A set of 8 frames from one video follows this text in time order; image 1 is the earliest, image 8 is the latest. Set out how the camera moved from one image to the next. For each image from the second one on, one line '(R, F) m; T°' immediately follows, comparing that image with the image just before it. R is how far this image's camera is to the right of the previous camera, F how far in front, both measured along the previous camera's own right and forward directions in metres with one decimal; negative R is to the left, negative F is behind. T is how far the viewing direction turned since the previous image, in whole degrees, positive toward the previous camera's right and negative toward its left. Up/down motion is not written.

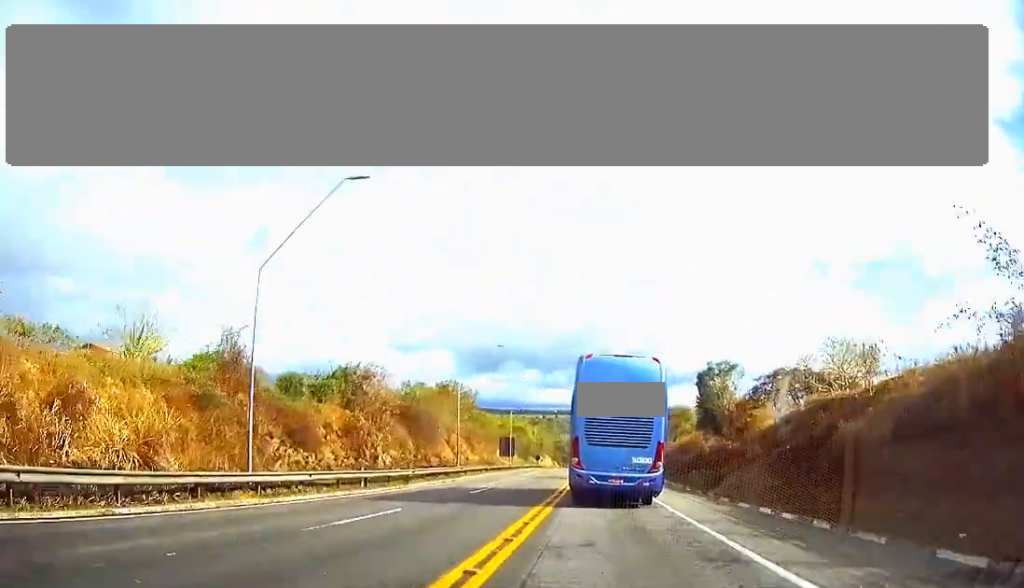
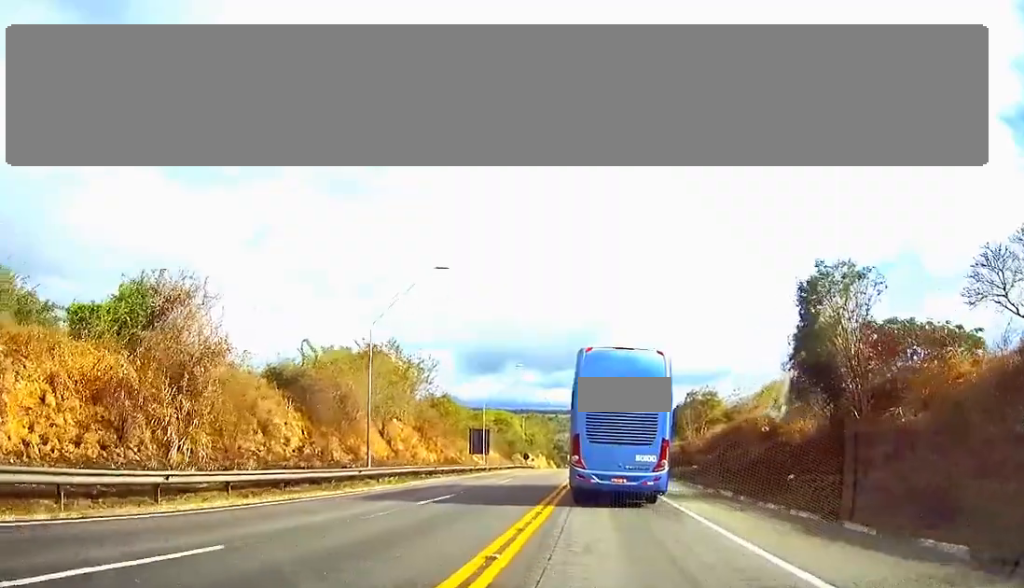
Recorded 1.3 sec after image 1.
(0.0, +26.6) m; 0°
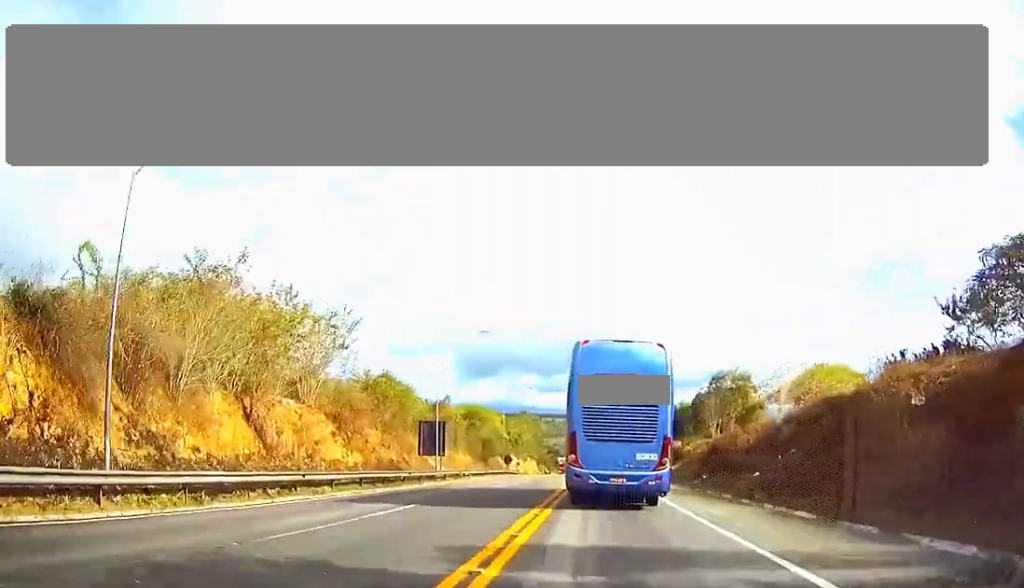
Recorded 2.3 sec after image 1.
(0.0, +22.6) m; 0°
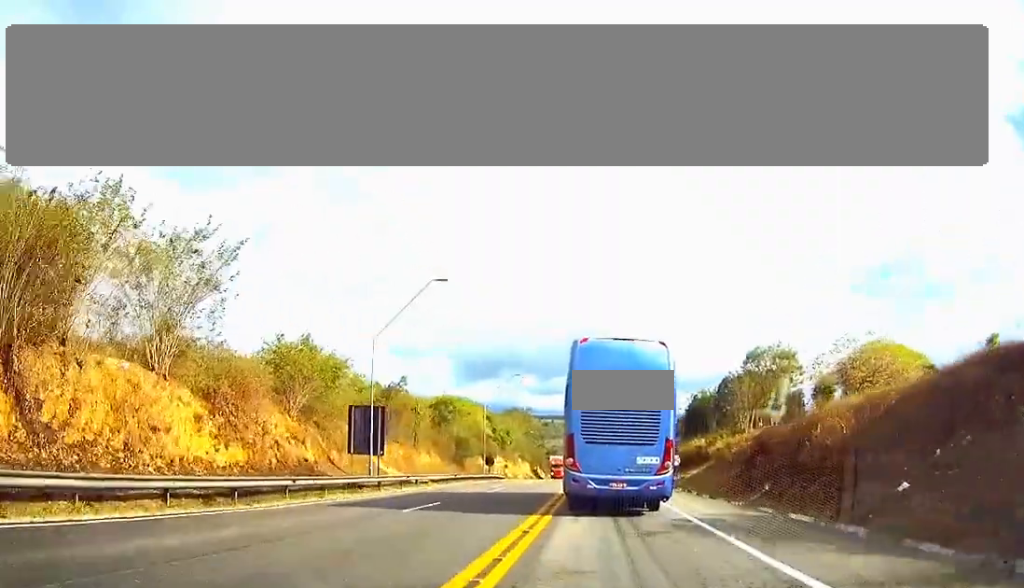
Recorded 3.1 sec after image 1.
(0.0, +17.0) m; 0°
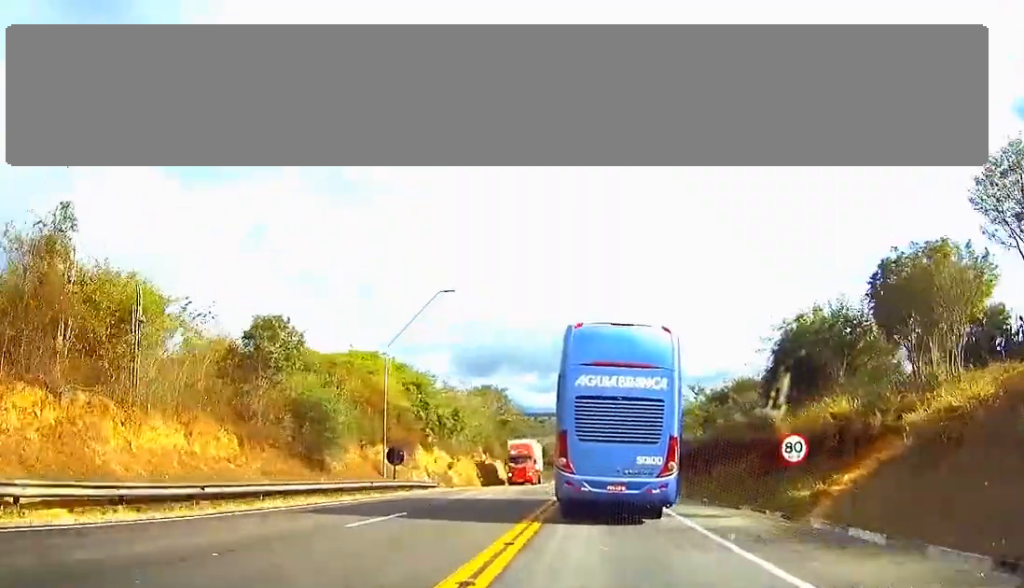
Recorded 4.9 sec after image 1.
(+0.2, +37.8) m; 0°
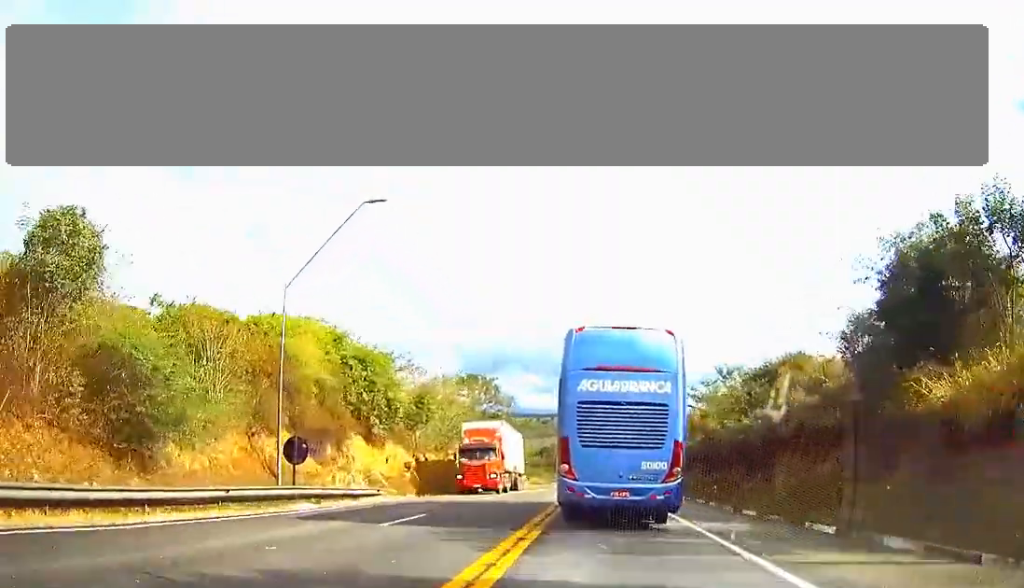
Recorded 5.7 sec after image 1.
(0.0, +15.2) m; 0°
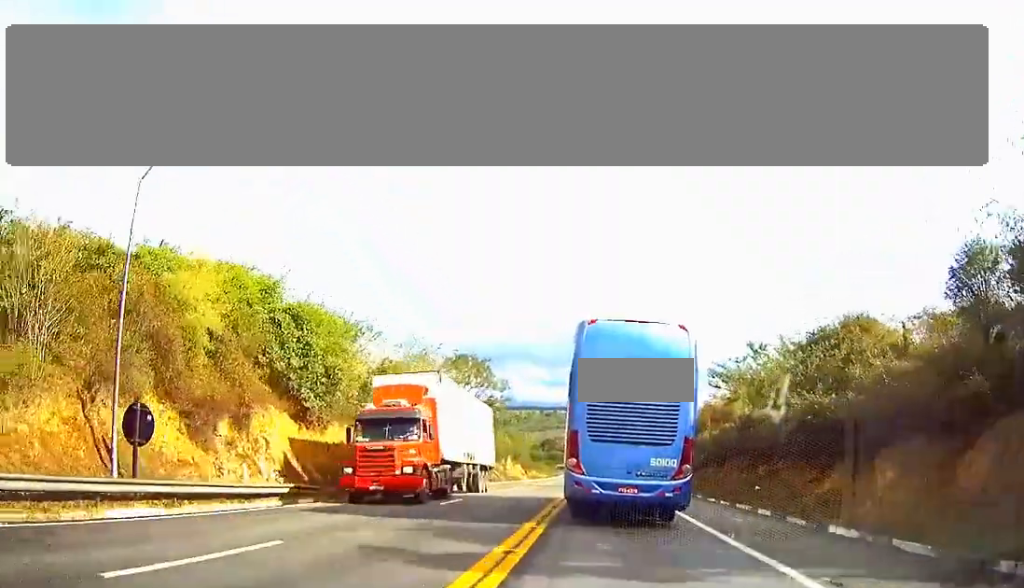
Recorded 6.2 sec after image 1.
(0.0, +11.0) m; 0°
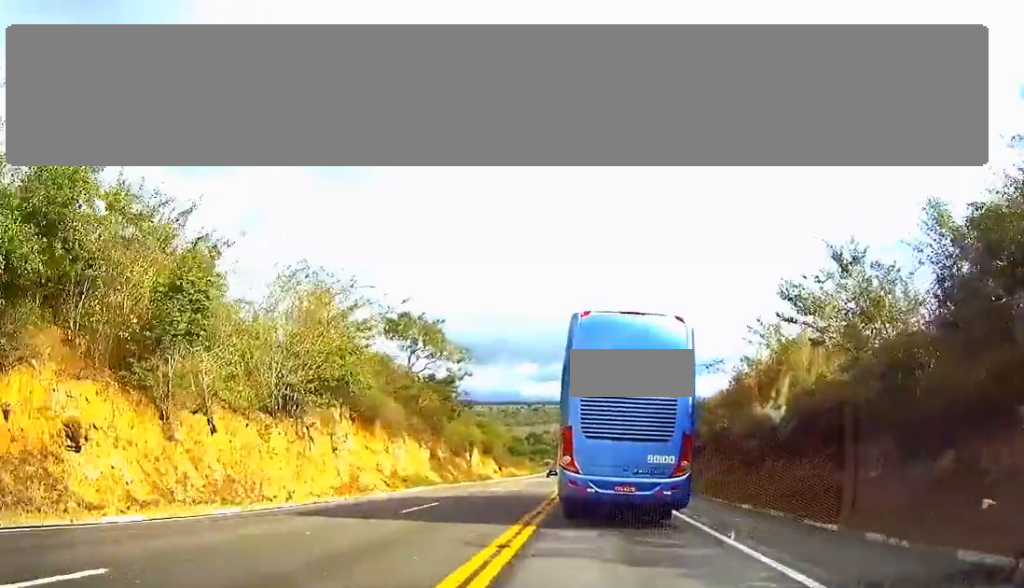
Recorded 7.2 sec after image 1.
(-0.1, +21.3) m; 0°
